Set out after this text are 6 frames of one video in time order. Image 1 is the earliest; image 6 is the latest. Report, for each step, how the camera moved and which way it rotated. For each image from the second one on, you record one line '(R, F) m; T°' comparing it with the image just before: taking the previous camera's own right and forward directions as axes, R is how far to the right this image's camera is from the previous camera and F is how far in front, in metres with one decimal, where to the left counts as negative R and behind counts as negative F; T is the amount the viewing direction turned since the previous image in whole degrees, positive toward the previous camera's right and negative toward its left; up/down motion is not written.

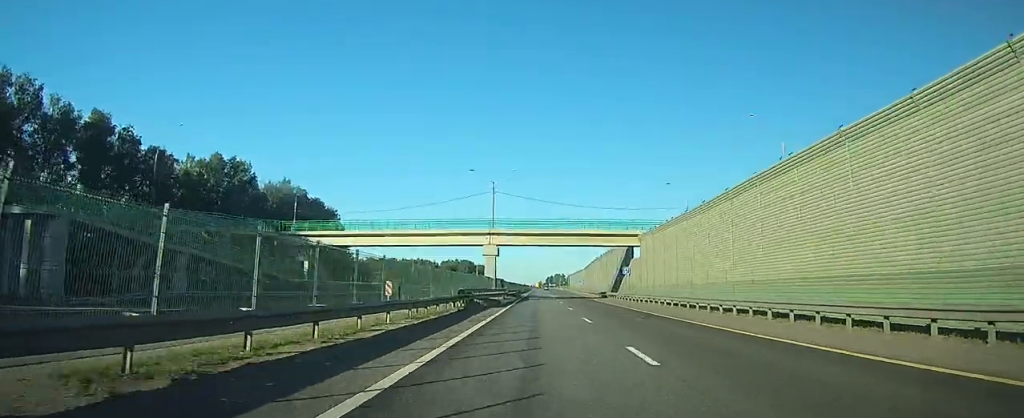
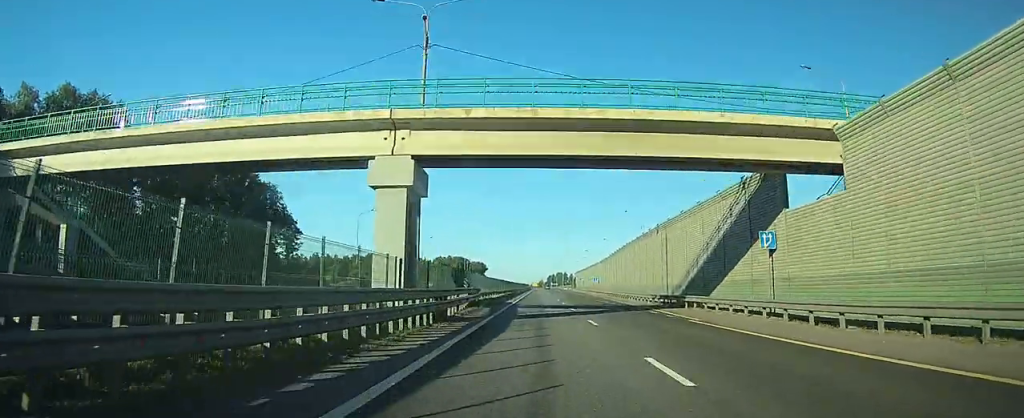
(0.0, +37.5) m; 0°
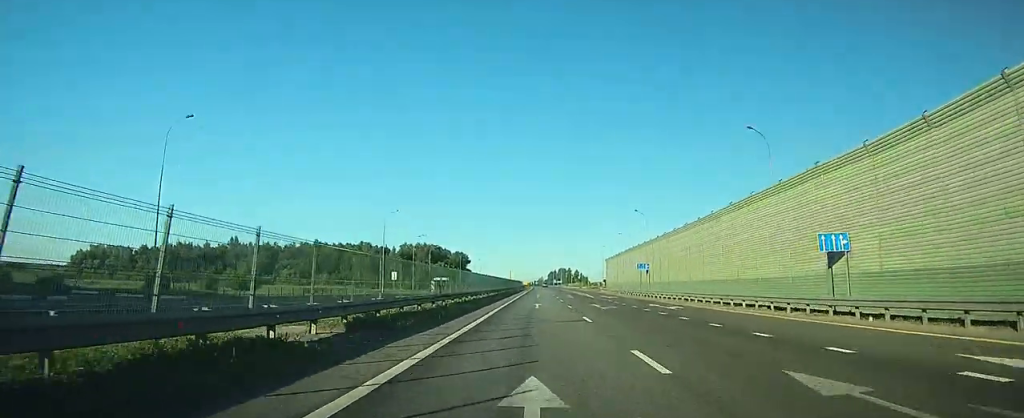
(-0.3, +93.3) m; 0°
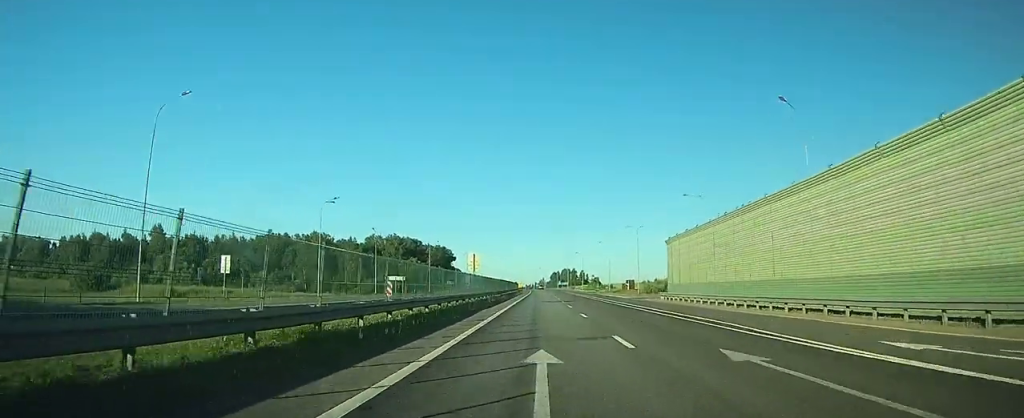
(+0.1, +54.9) m; 0°
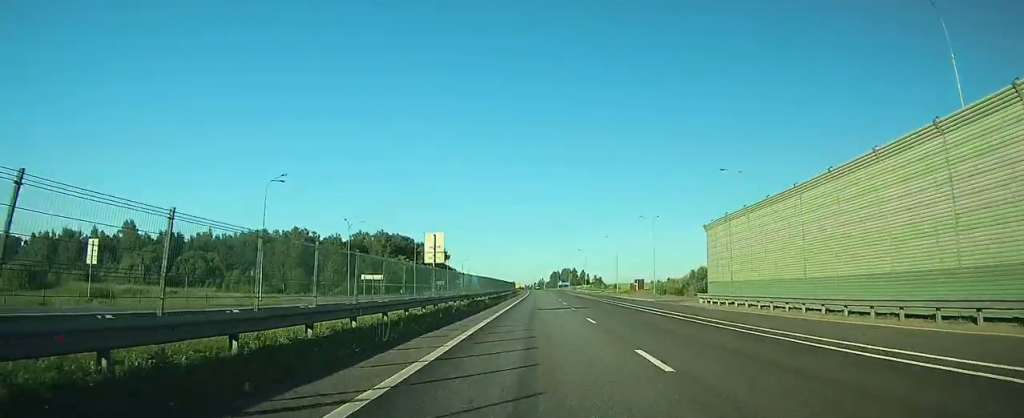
(0.0, +15.1) m; 0°
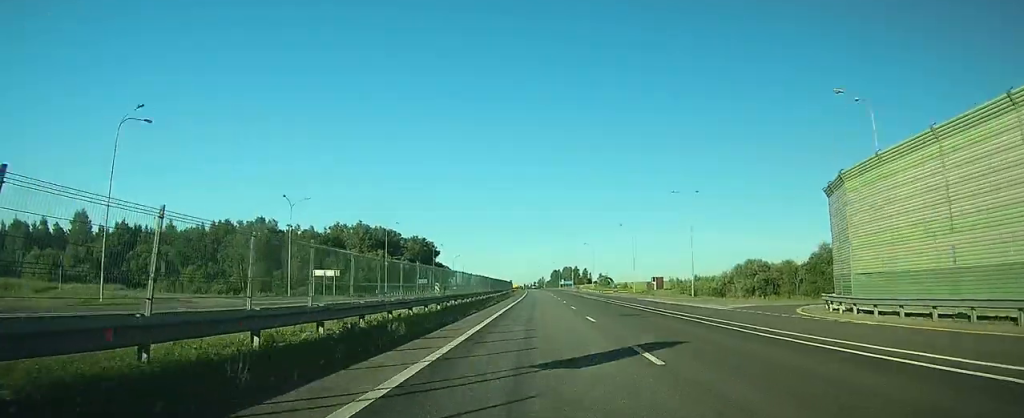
(0.0, +22.7) m; 0°
